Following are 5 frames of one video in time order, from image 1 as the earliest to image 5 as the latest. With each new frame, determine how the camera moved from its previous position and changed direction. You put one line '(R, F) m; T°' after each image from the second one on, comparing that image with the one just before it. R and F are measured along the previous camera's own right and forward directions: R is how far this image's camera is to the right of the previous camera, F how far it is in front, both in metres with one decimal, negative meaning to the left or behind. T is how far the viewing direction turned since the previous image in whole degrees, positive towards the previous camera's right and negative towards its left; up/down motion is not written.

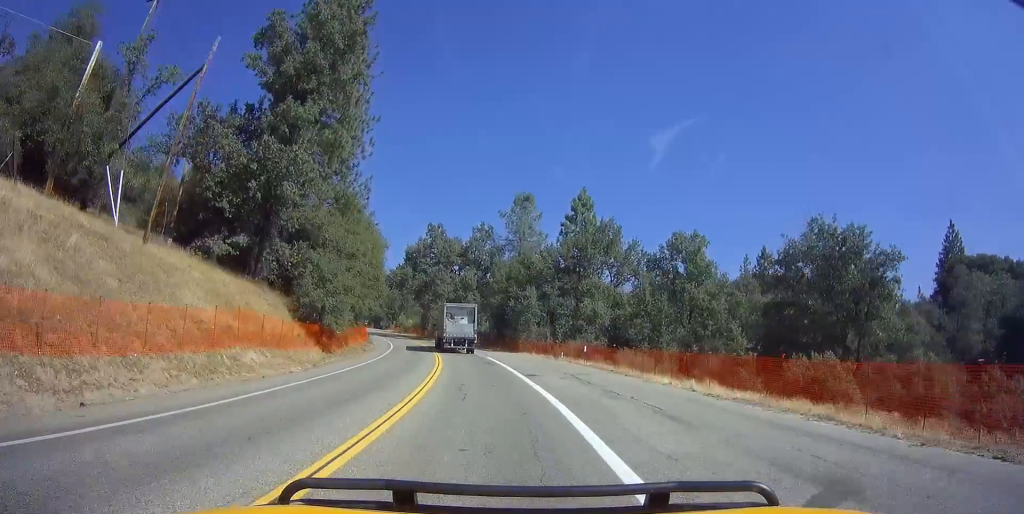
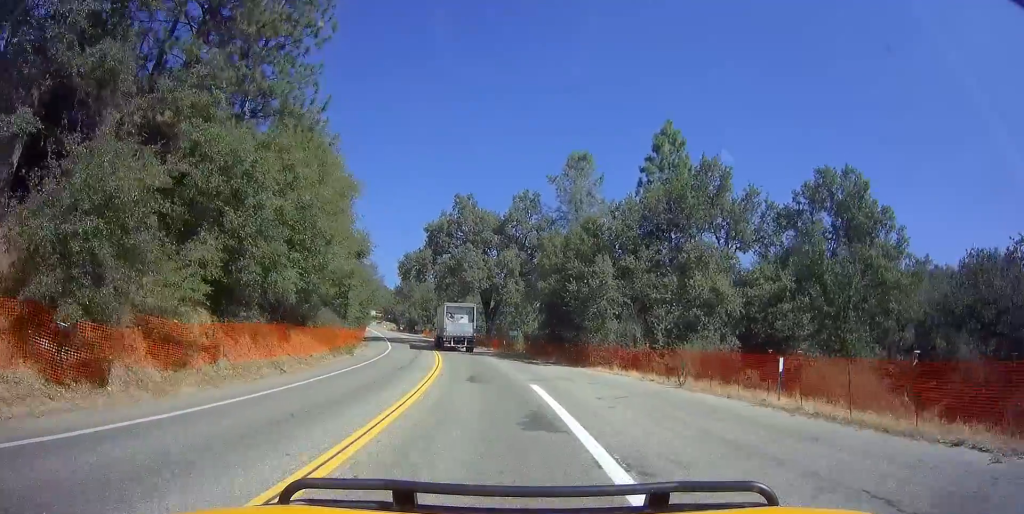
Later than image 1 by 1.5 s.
(-1.3, +20.7) m; -8°
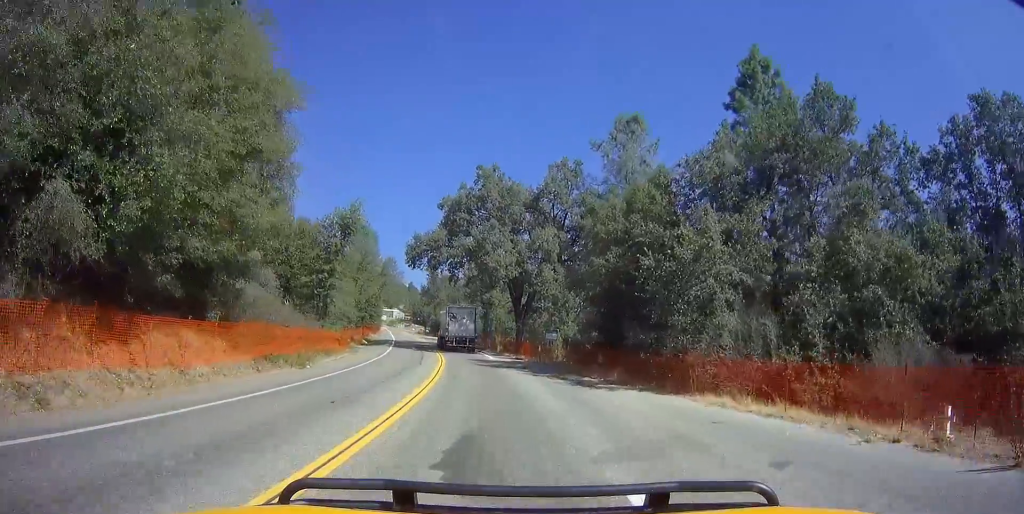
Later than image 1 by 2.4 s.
(-0.5, +12.9) m; -5°
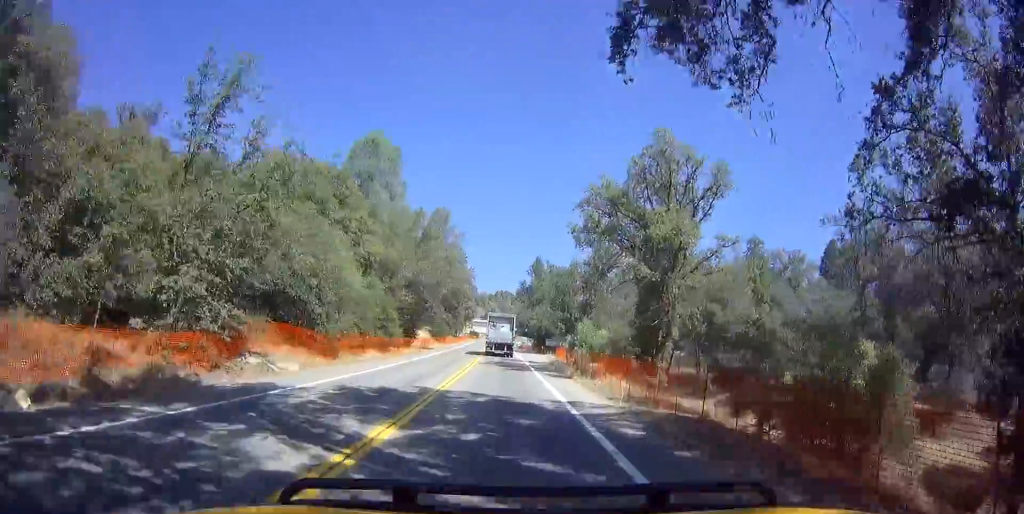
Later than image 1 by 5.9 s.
(-2.8, +53.0) m; -4°
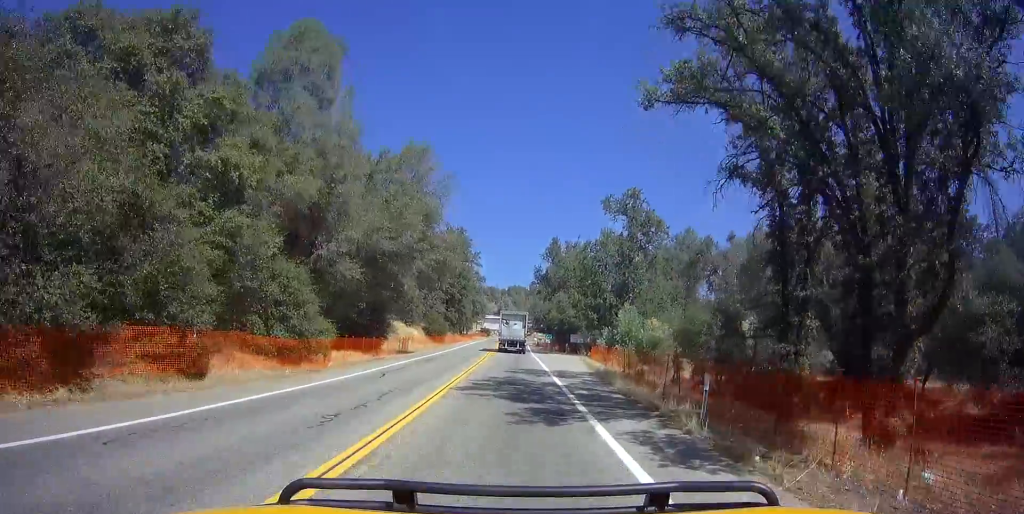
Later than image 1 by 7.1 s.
(+0.4, +19.5) m; -2°
